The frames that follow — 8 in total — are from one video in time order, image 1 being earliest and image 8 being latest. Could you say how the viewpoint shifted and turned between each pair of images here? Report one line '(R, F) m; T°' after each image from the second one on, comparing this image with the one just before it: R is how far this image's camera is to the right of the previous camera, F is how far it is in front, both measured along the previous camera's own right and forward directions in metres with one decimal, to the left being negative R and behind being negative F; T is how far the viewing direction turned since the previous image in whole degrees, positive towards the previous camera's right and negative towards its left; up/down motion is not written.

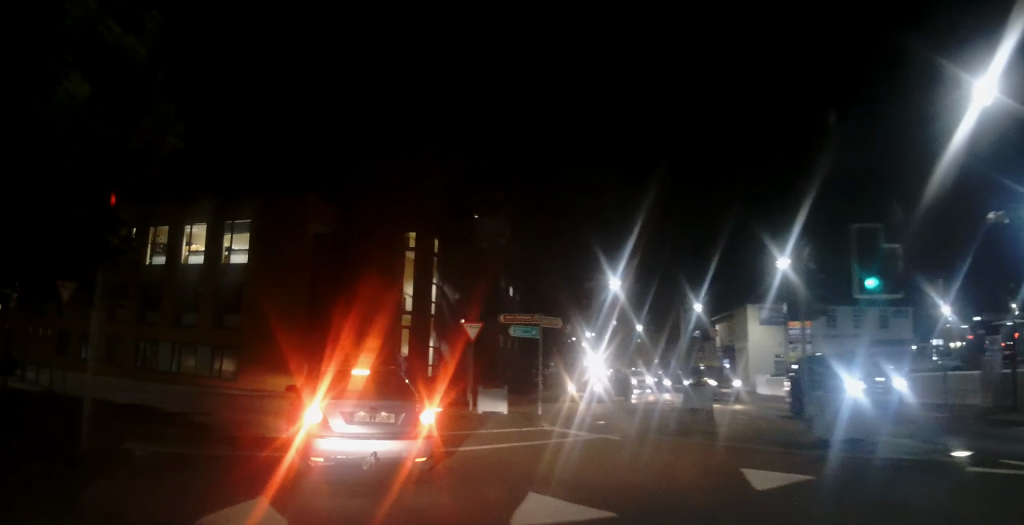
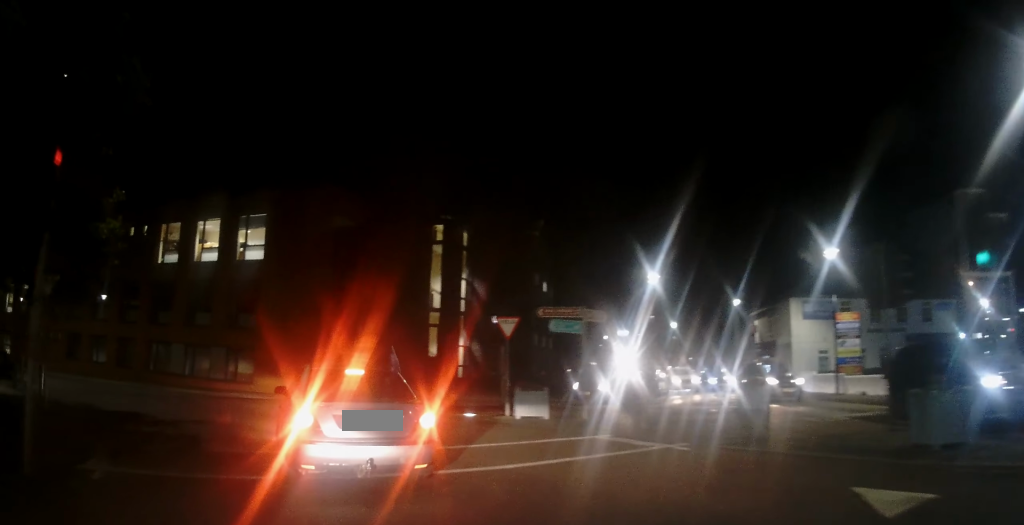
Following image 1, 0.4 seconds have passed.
(-0.1, +1.7) m; -2°
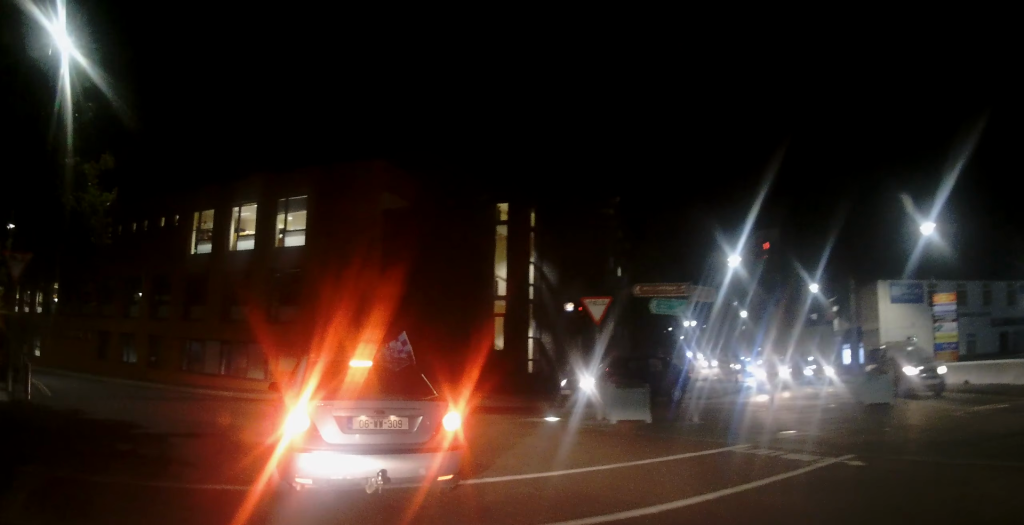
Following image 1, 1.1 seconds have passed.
(-0.1, +3.0) m; -3°
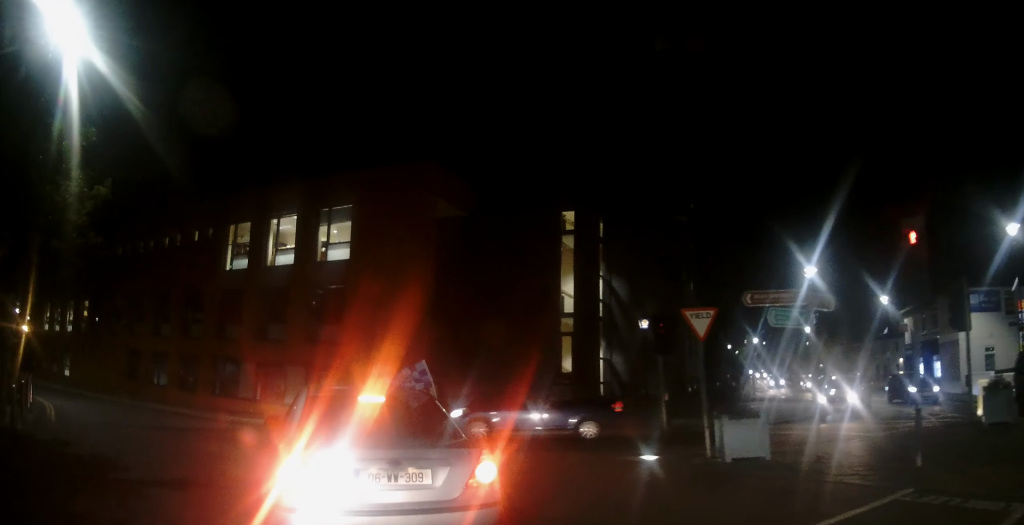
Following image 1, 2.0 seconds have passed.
(0.0, +2.9) m; -8°
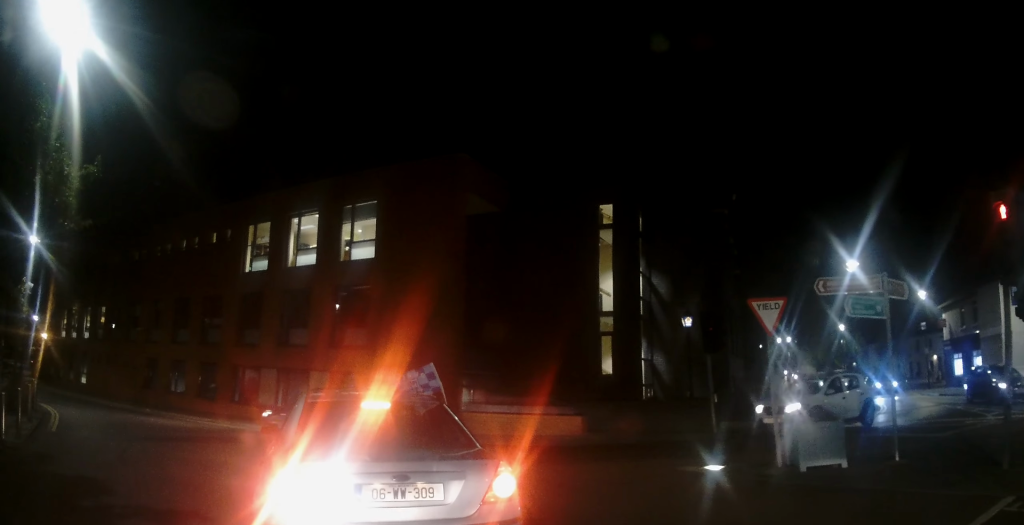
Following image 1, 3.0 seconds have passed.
(-0.4, +2.0) m; -2°
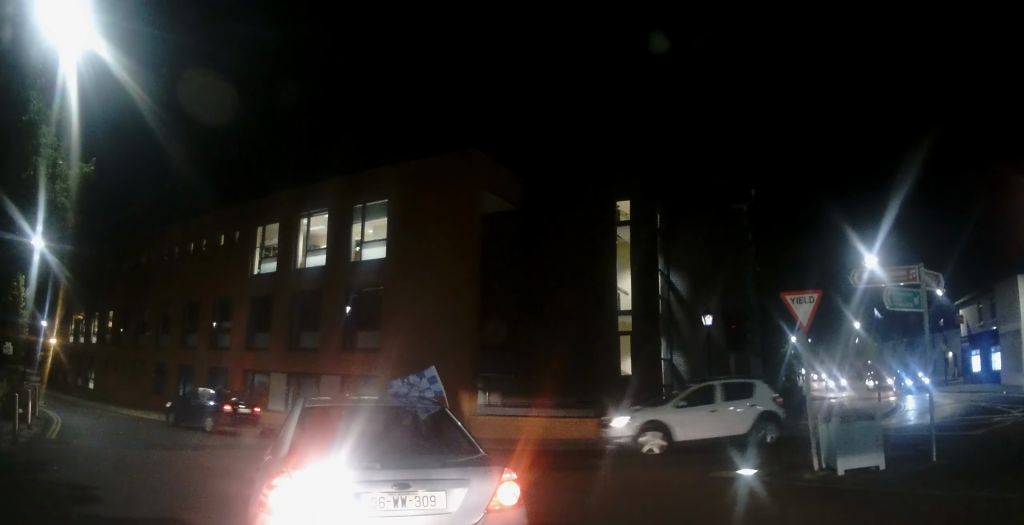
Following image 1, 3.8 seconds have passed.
(-0.2, +0.6) m; 0°
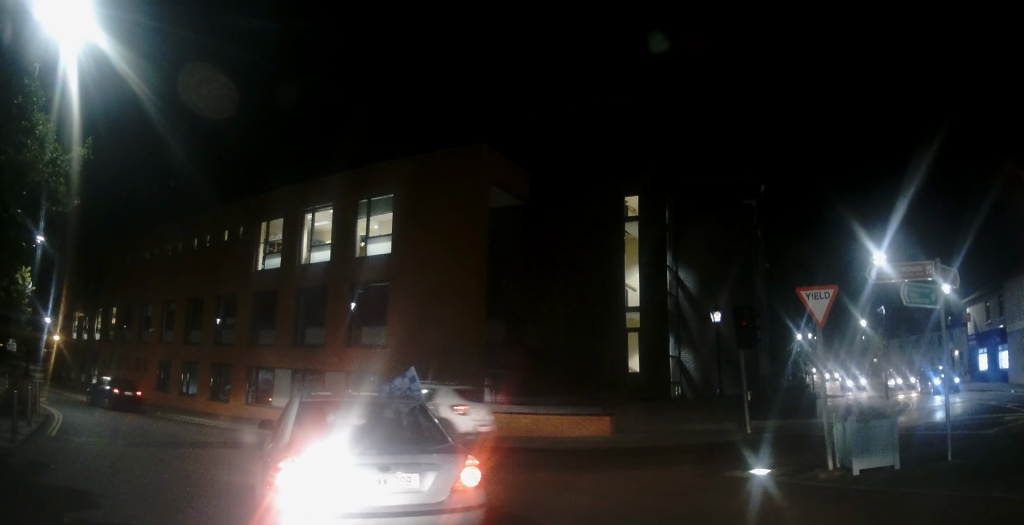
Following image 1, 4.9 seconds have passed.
(-0.1, +0.2) m; 0°
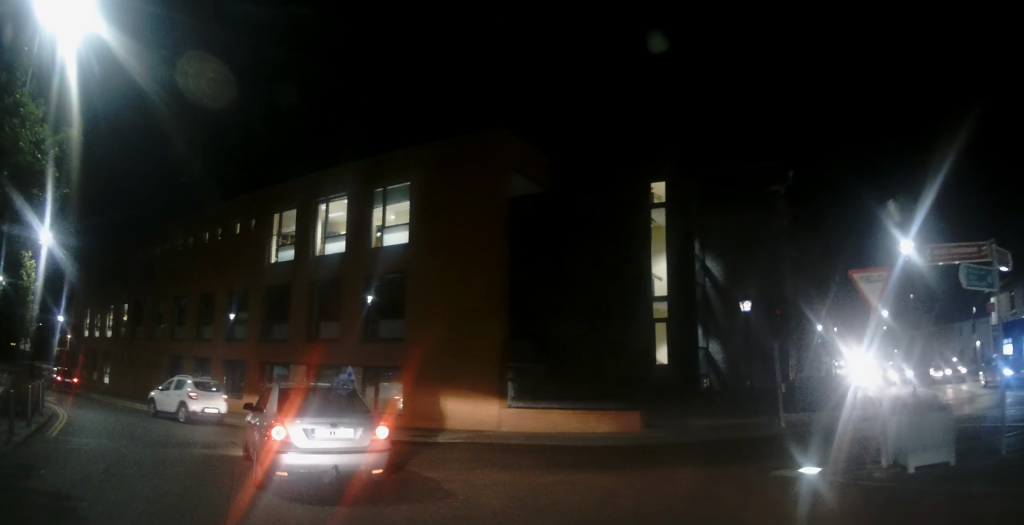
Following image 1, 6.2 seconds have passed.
(-0.1, +0.2) m; -1°
